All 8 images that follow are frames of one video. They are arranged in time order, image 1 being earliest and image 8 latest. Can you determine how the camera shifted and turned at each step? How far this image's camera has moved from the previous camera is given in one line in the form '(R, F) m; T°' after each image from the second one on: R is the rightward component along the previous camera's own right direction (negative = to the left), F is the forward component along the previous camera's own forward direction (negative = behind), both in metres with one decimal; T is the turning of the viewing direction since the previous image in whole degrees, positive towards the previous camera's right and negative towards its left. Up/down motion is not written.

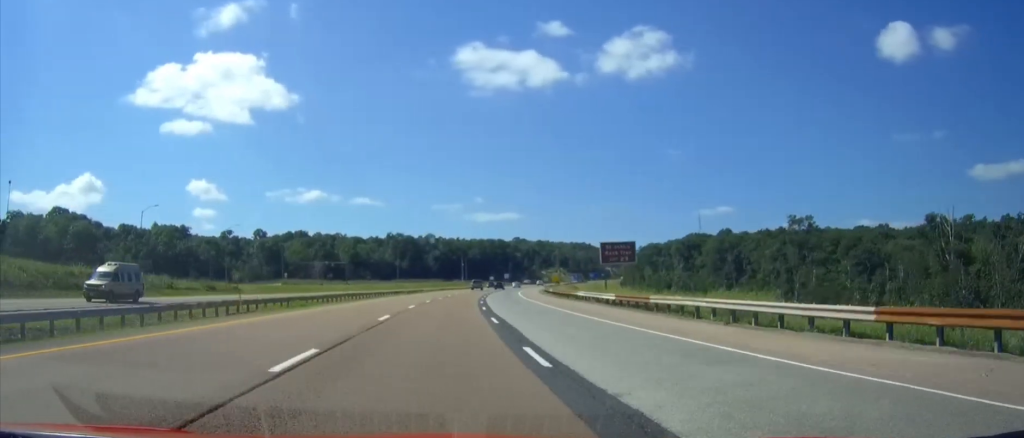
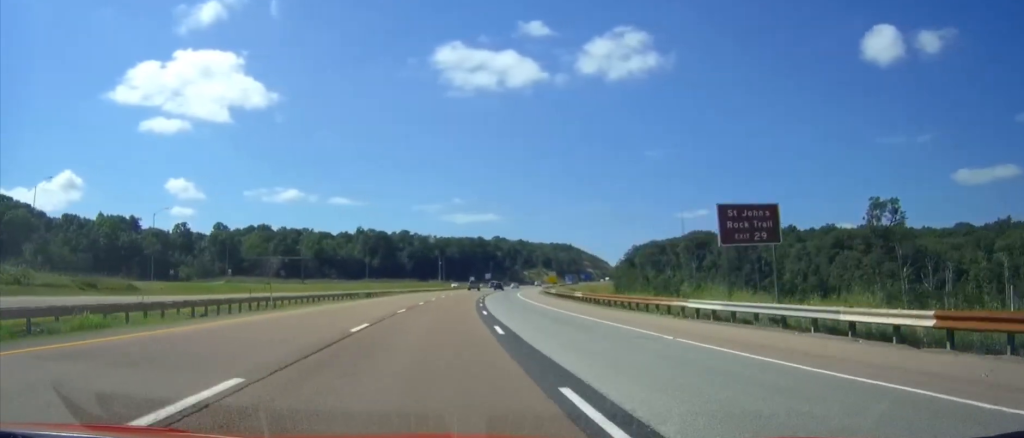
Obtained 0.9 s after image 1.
(+0.4, +29.2) m; +2°
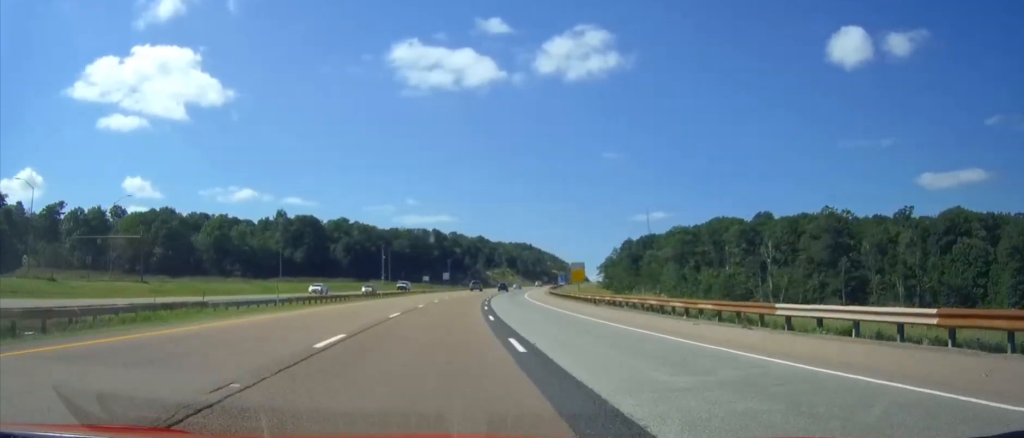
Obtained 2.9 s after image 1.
(+3.8, +64.9) m; +5°
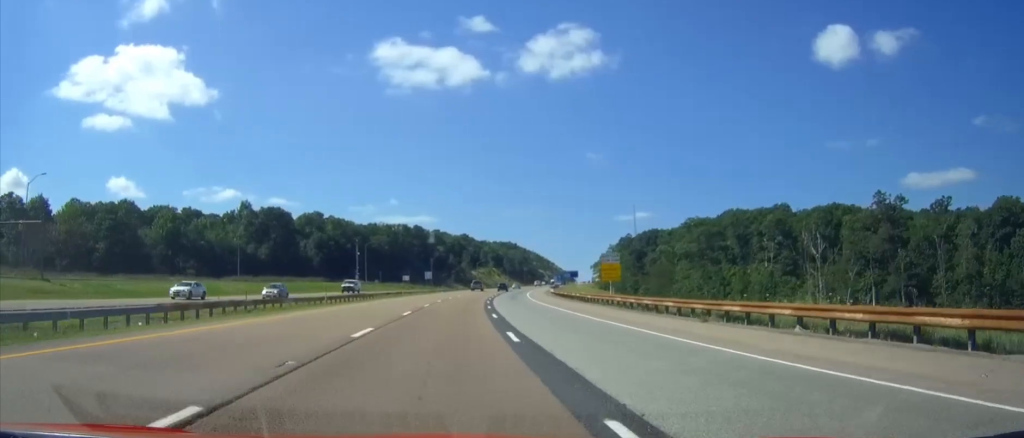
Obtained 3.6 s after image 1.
(0.0, +21.7) m; 0°
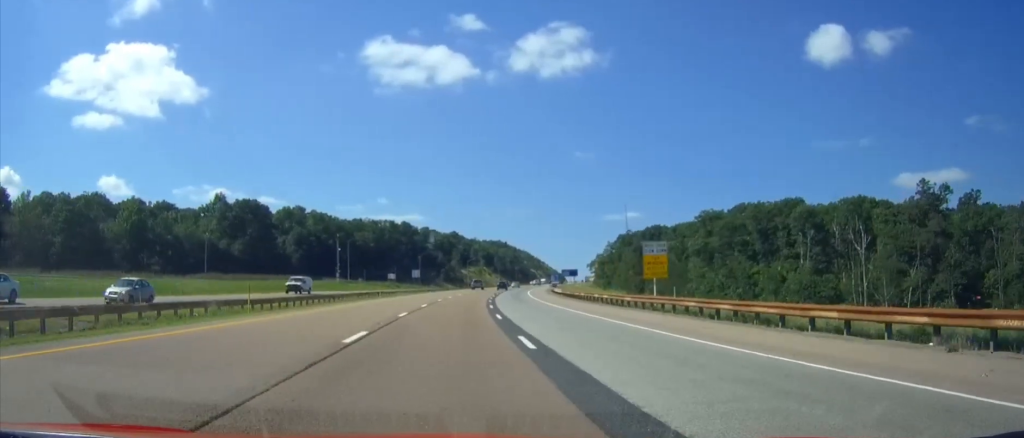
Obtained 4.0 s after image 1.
(0.0, +14.1) m; 0°
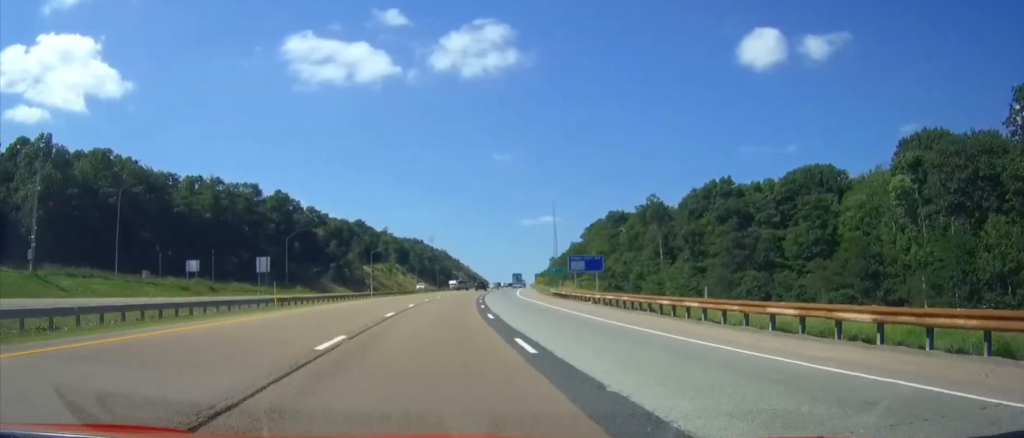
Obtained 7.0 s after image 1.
(+5.3, +97.8) m; +8°
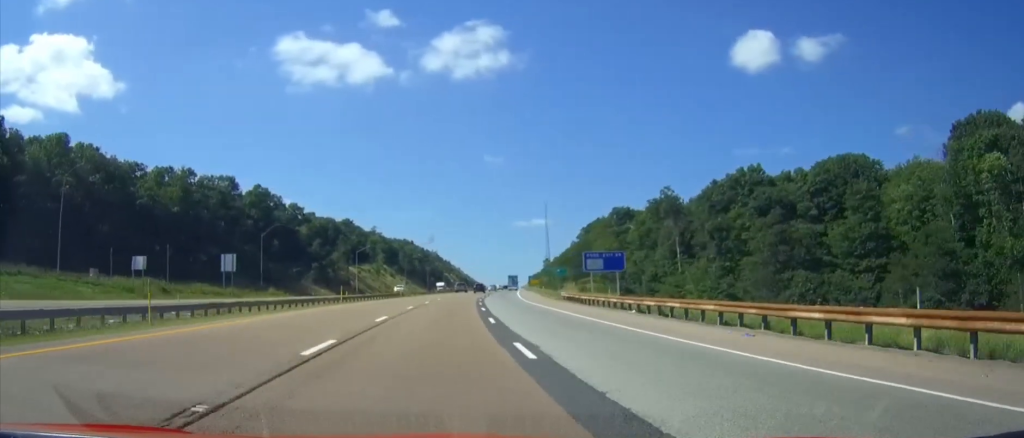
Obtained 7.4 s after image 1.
(0.0, +13.2) m; +1°
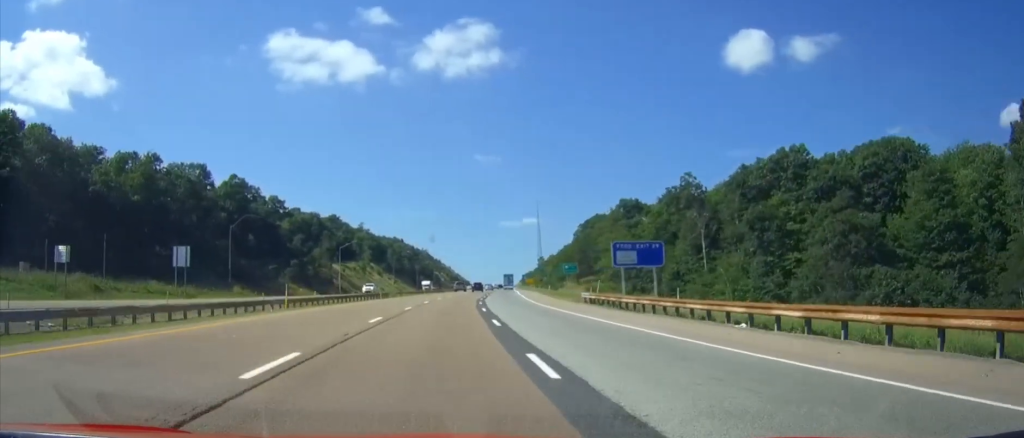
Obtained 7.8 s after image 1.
(+0.1, +14.3) m; +1°
